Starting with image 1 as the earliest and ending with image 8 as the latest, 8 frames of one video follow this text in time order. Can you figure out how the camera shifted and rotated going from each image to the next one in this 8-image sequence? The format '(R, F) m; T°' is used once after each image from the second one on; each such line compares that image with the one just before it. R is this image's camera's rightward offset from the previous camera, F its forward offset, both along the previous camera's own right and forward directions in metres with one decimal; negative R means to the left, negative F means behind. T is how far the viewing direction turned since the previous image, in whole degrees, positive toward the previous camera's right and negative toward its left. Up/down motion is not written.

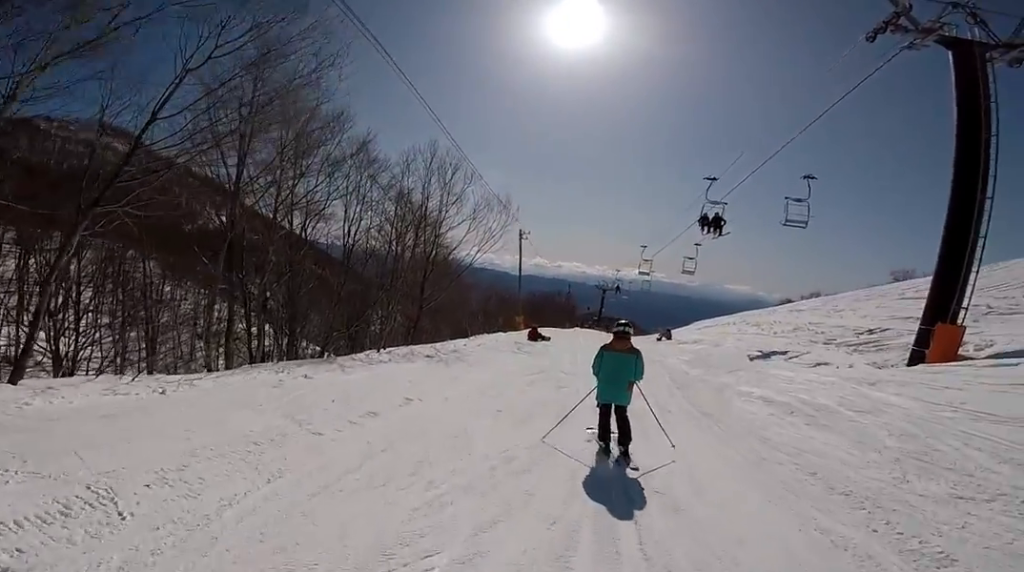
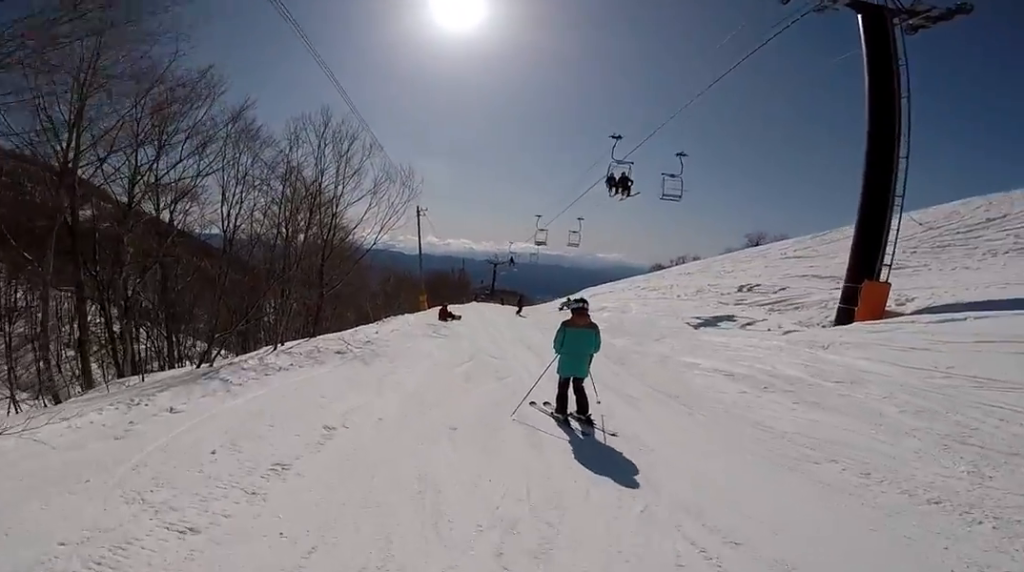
(-0.2, +2.1) m; +8°
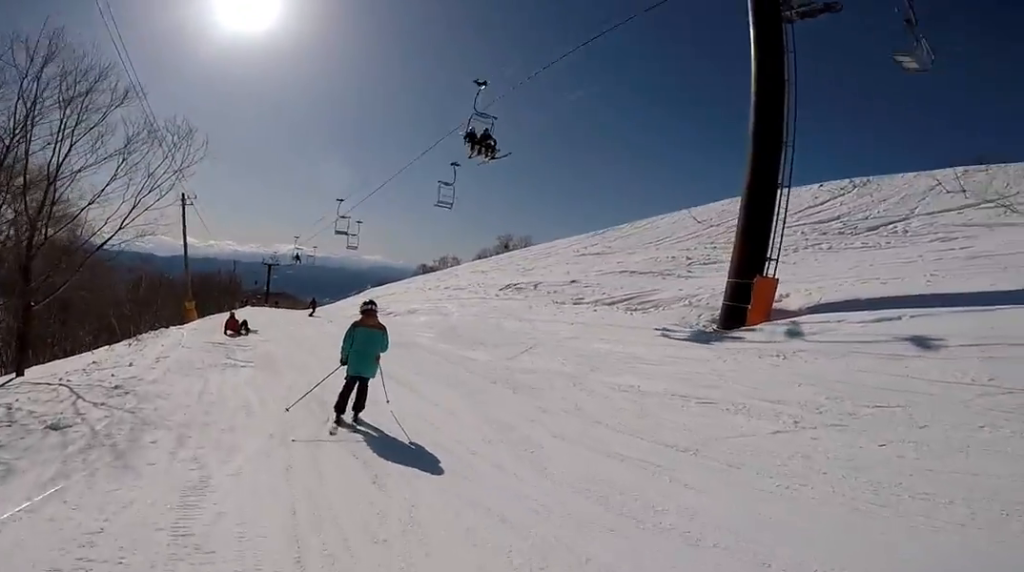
(+2.1, +4.1) m; +36°
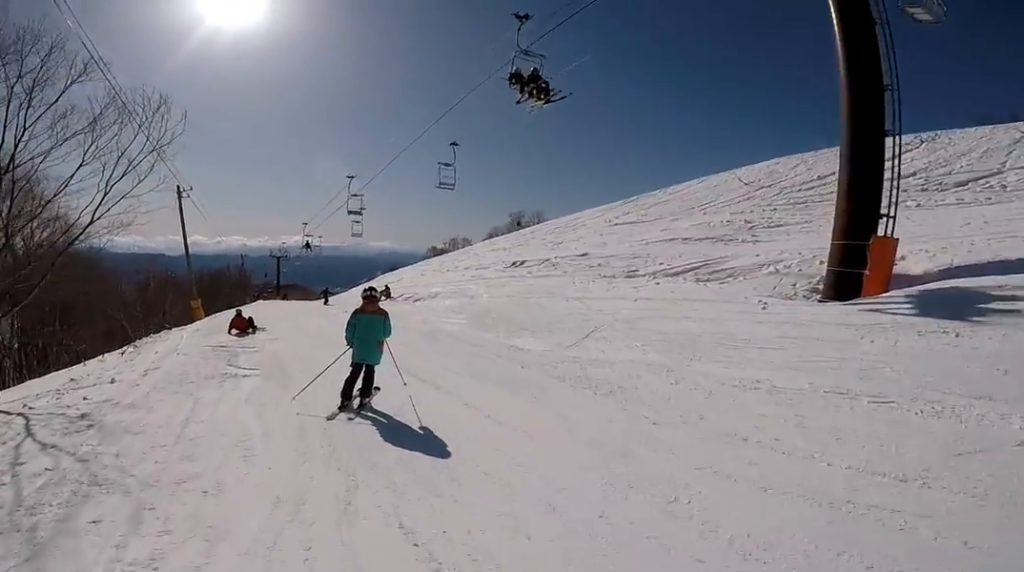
(+0.5, +2.0) m; +4°
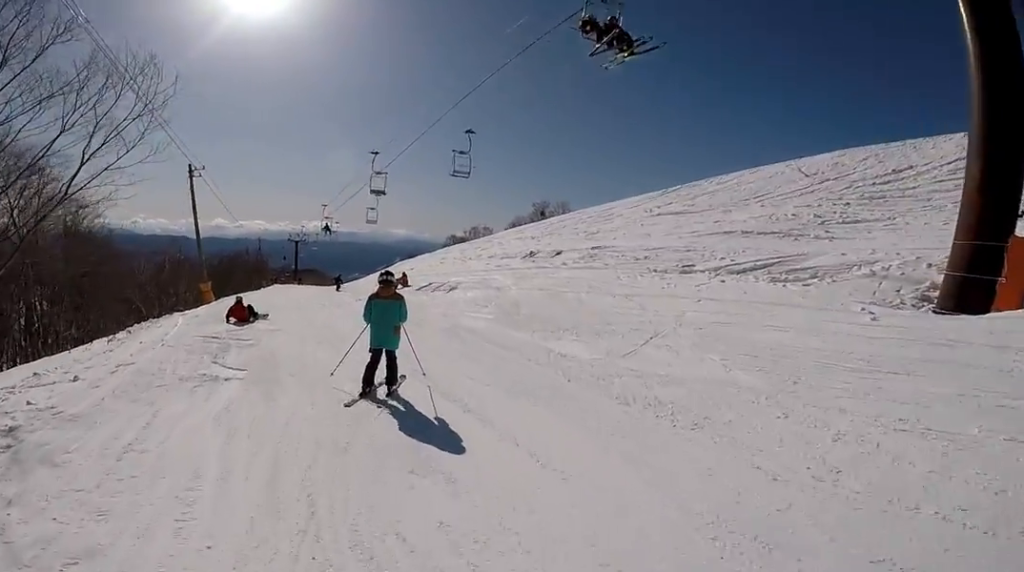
(-0.2, +1.7) m; +3°
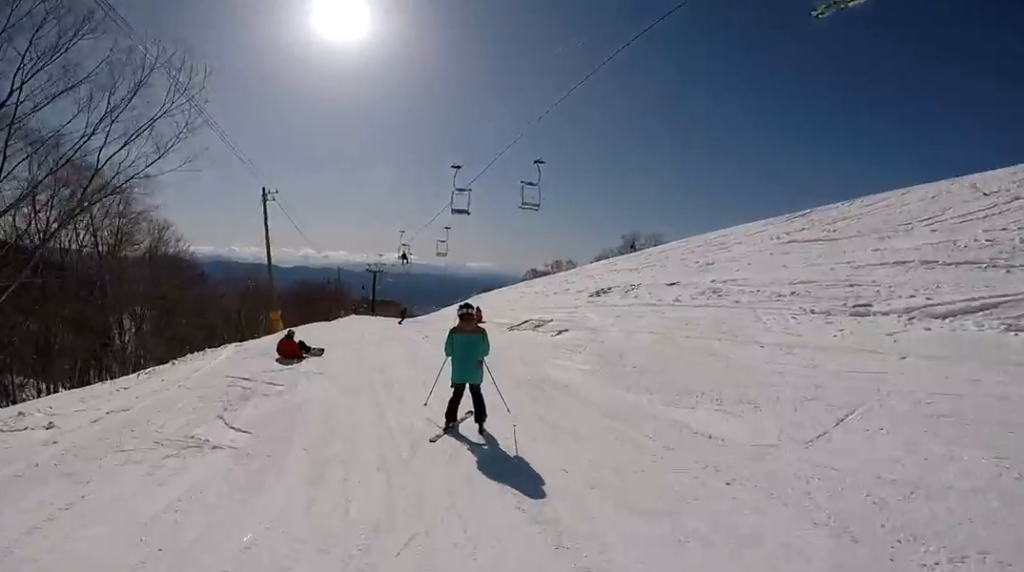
(-0.5, +2.5) m; +4°
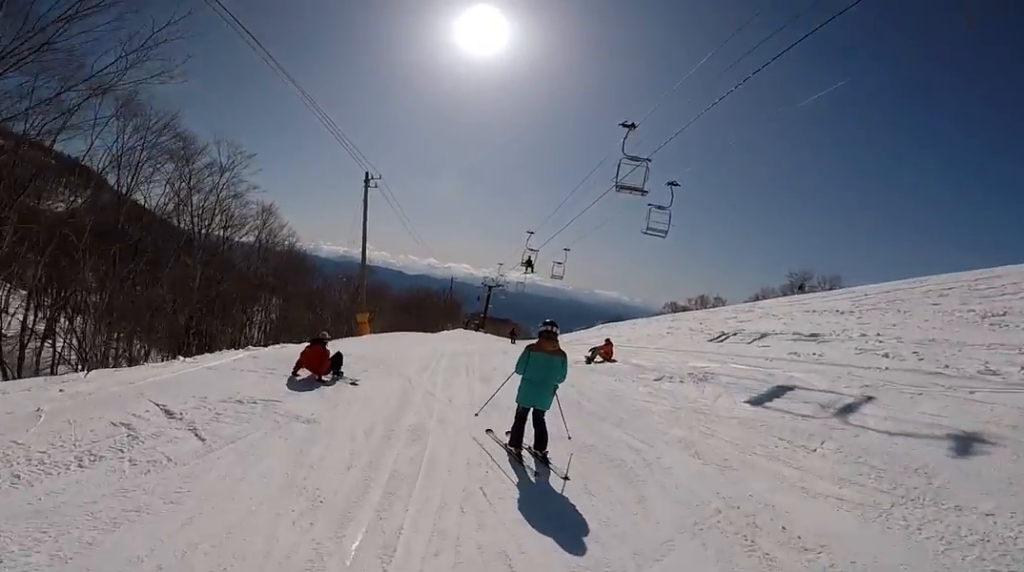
(+0.9, +5.2) m; -6°
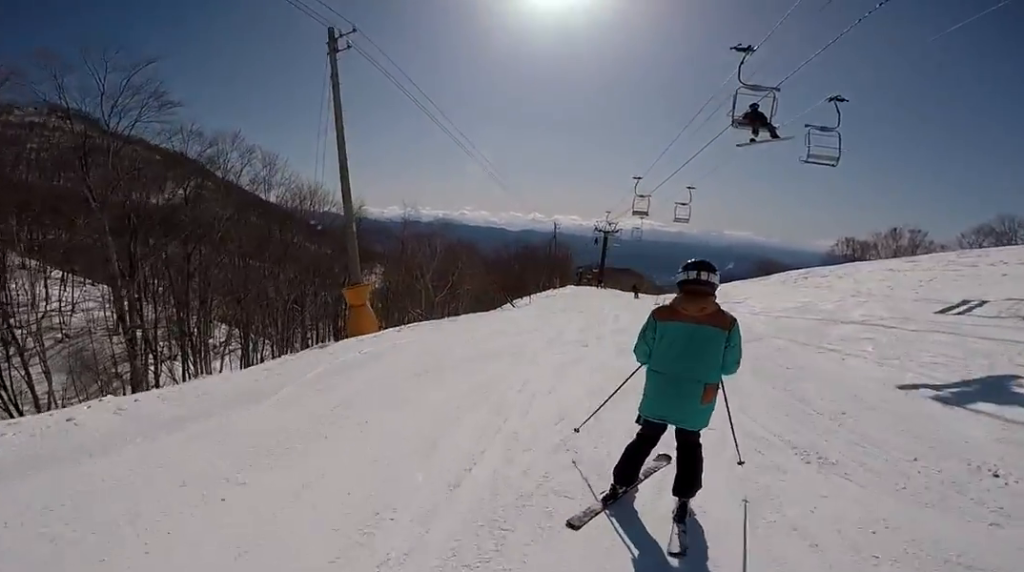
(-5.4, +11.6) m; -28°
